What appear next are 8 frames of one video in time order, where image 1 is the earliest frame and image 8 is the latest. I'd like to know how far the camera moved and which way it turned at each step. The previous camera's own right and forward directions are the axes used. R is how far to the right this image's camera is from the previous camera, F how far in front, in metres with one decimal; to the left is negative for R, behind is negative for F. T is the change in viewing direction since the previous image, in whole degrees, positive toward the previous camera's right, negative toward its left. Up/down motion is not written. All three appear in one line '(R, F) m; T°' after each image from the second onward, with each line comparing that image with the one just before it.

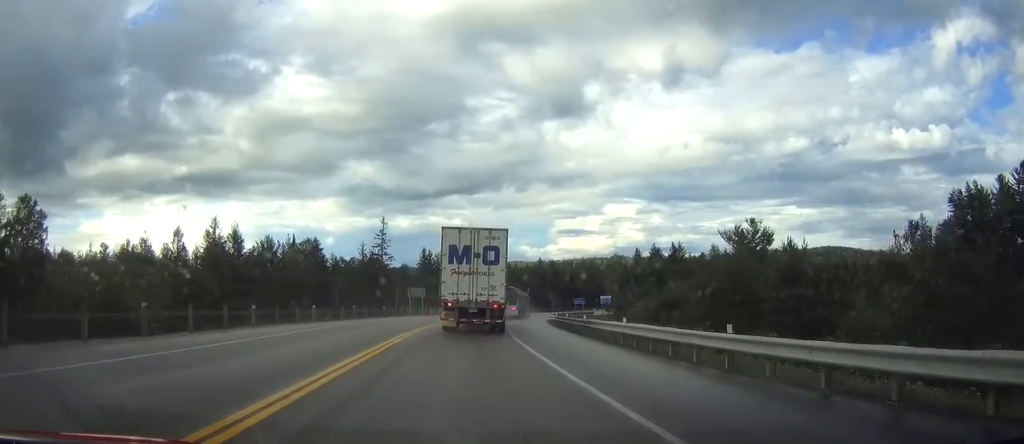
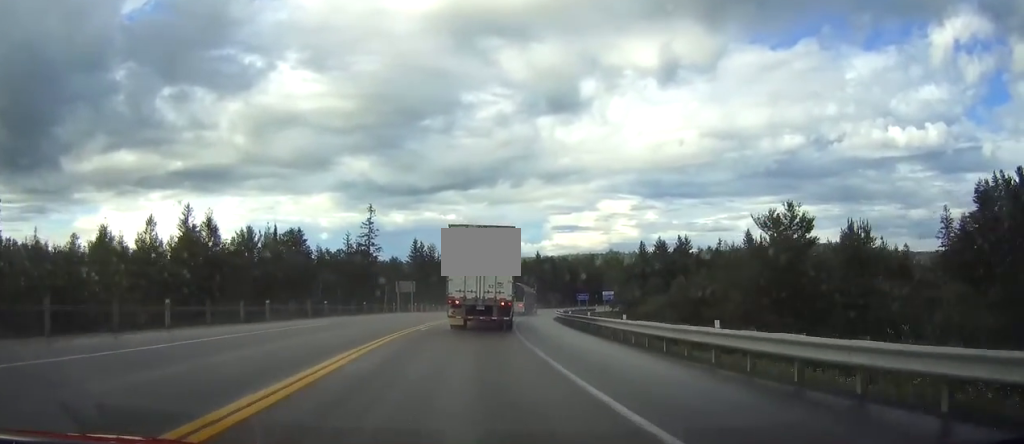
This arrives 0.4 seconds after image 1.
(0.0, +9.1) m; 0°
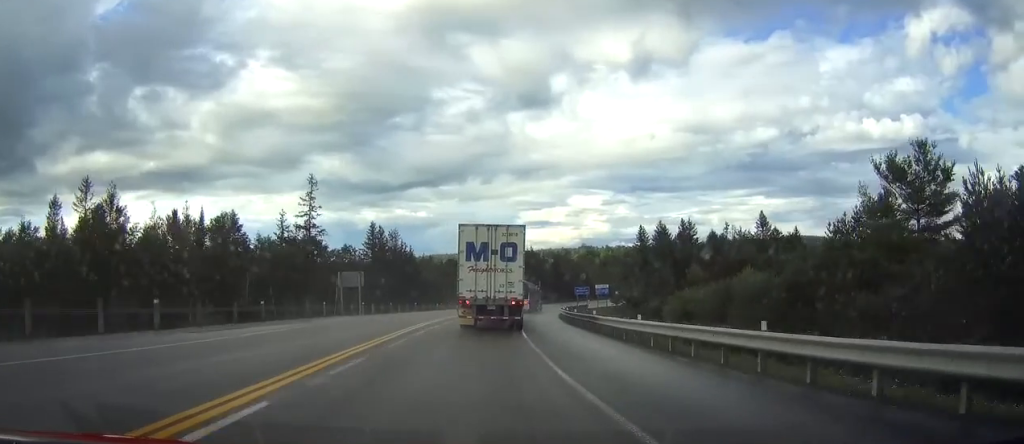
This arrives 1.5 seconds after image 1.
(0.0, +22.1) m; 0°
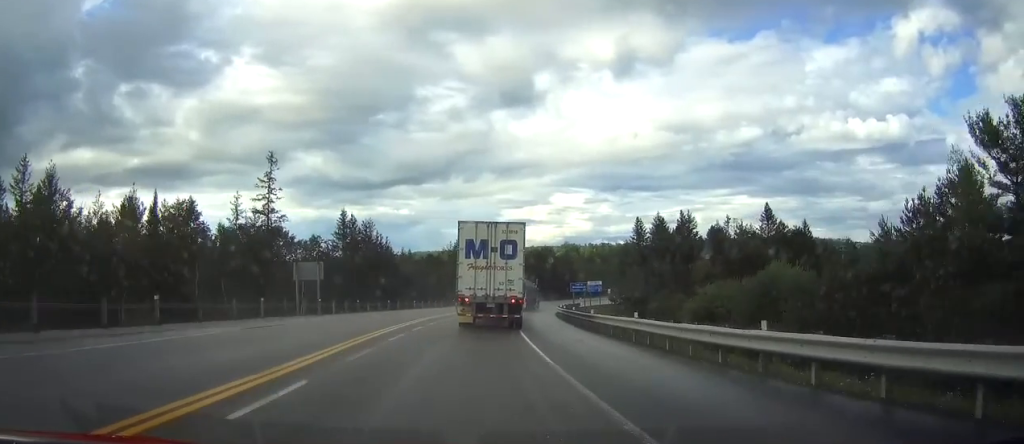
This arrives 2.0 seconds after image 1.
(0.0, +10.3) m; 0°
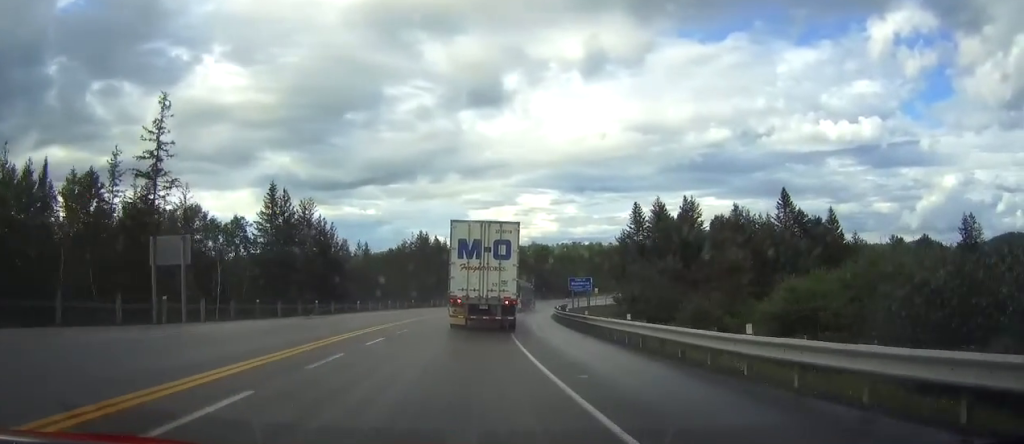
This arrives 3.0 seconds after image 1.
(0.0, +19.9) m; 0°
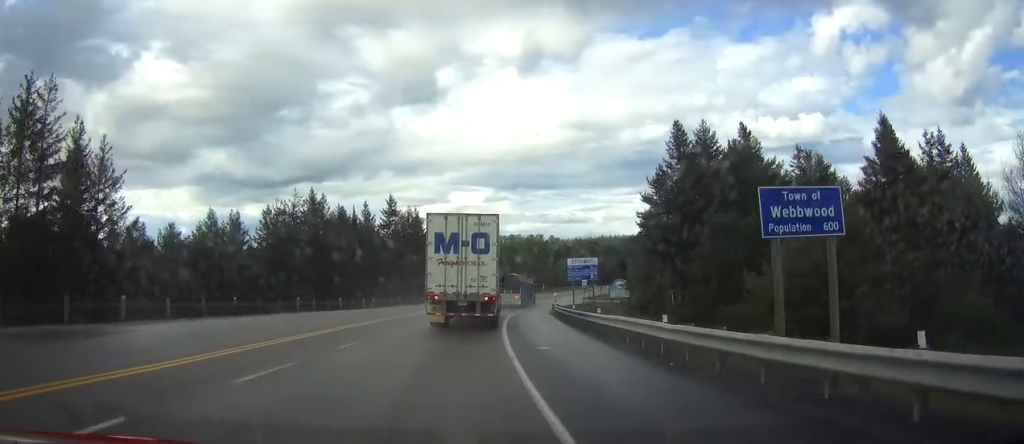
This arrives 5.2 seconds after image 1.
(0.0, +46.1) m; 0°
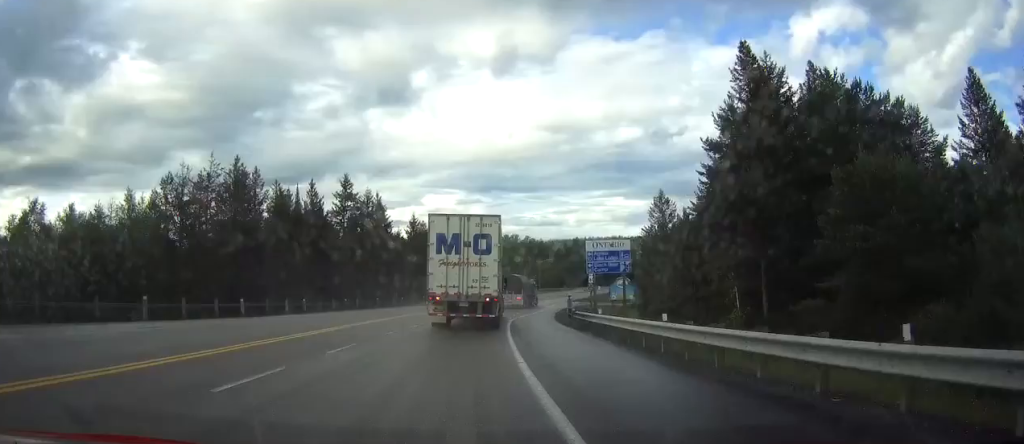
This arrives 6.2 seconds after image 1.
(0.0, +20.1) m; 0°
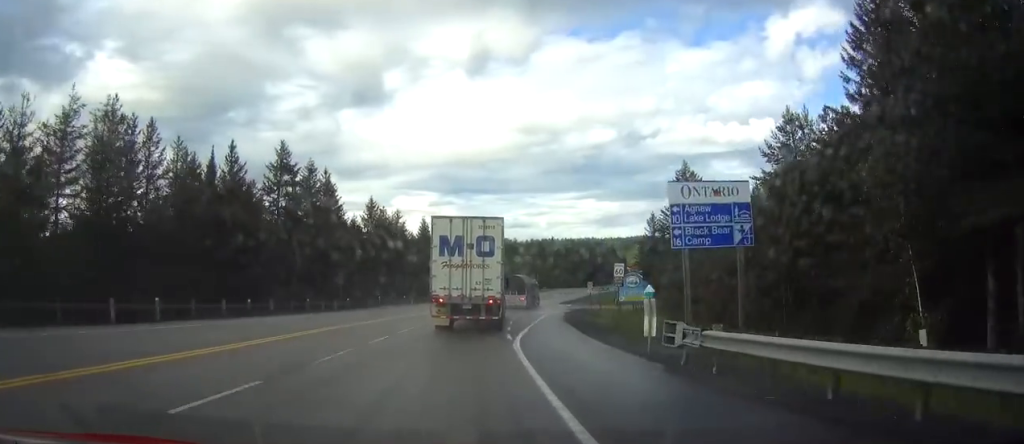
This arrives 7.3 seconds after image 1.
(0.0, +20.6) m; 0°
